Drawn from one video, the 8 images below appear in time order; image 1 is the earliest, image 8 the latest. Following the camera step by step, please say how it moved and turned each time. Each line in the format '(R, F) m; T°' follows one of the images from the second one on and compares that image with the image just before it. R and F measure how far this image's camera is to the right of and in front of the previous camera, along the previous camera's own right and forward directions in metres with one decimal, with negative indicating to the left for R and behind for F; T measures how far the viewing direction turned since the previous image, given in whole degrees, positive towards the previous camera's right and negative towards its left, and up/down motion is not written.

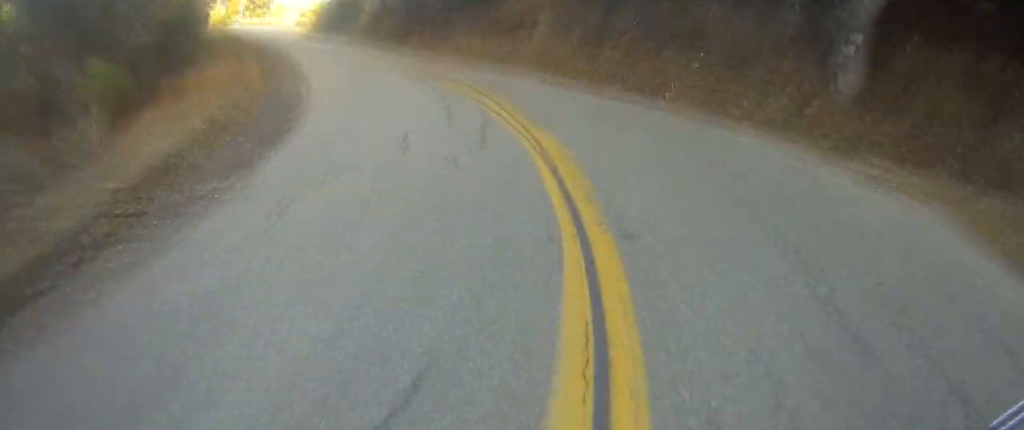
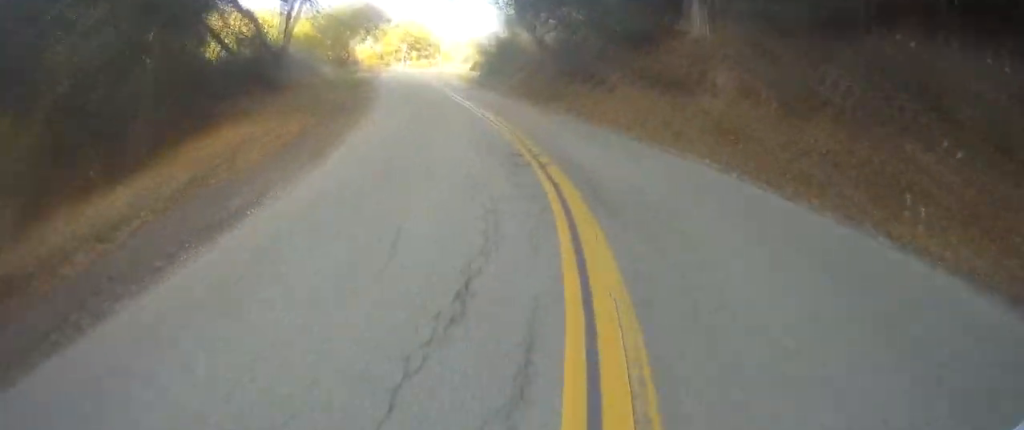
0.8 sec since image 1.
(-1.0, +6.5) m; -14°
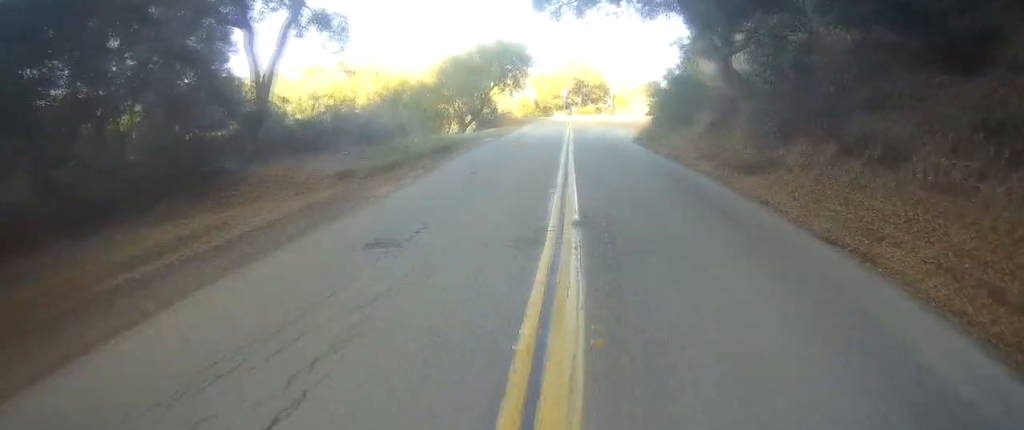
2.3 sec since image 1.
(-2.6, +12.8) m; -21°
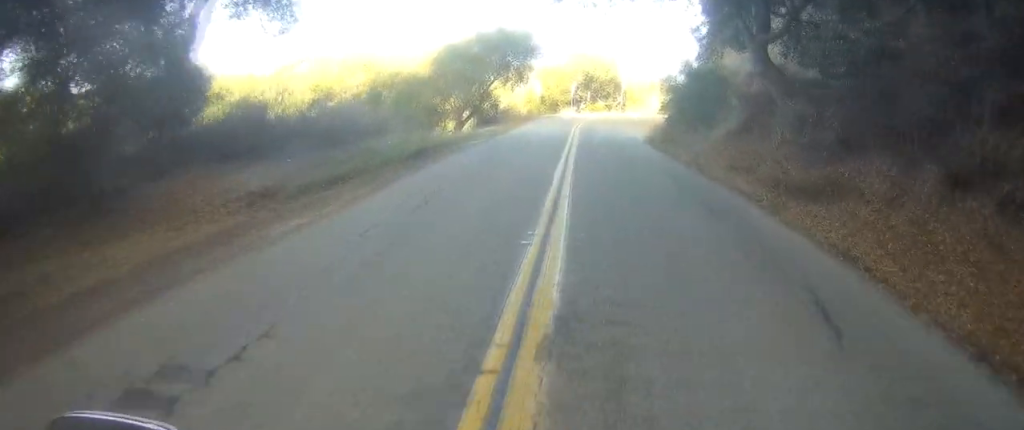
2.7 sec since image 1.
(-0.3, +3.9) m; -4°
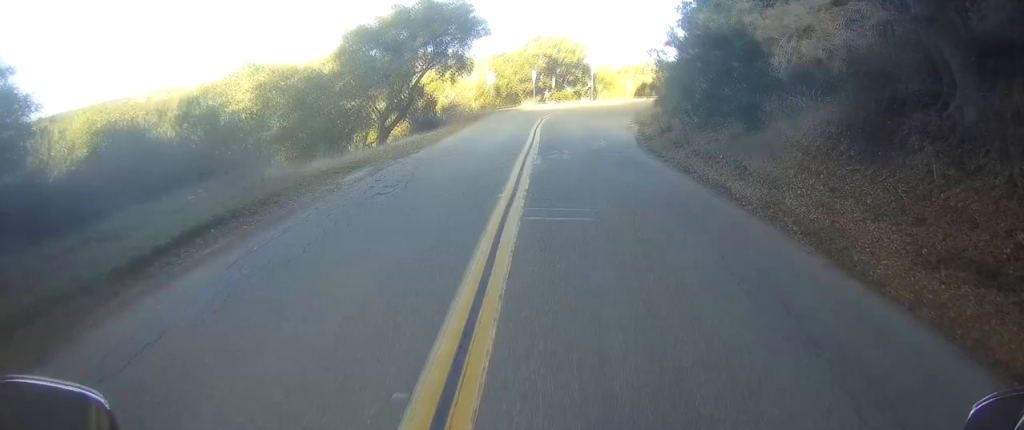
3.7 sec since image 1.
(-0.8, +10.0) m; -7°
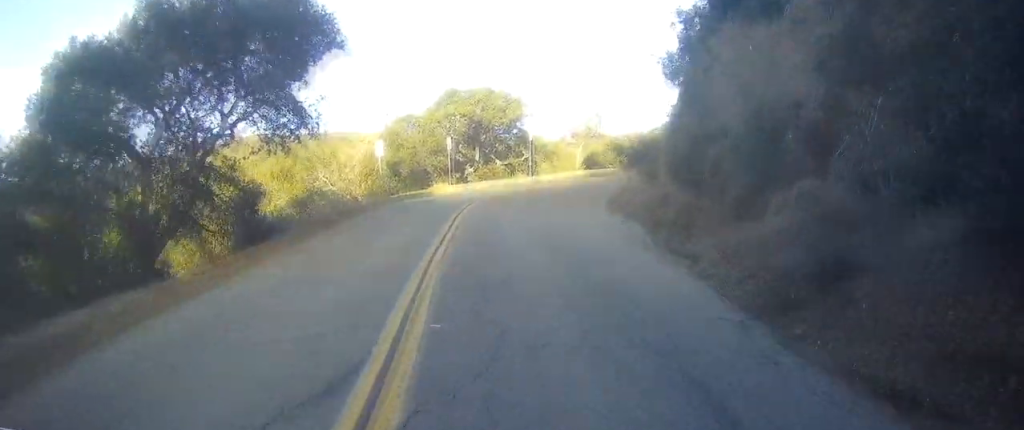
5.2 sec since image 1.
(-0.8, +17.4) m; 0°
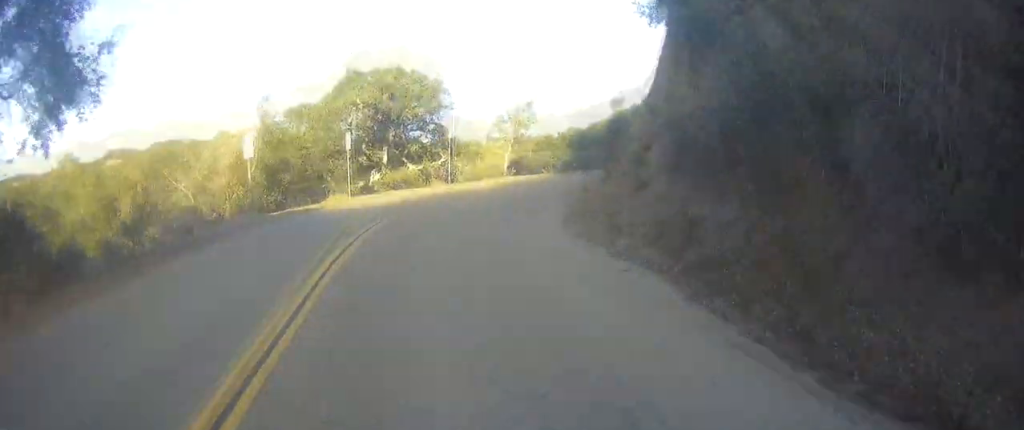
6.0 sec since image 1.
(+0.5, +9.8) m; +3°
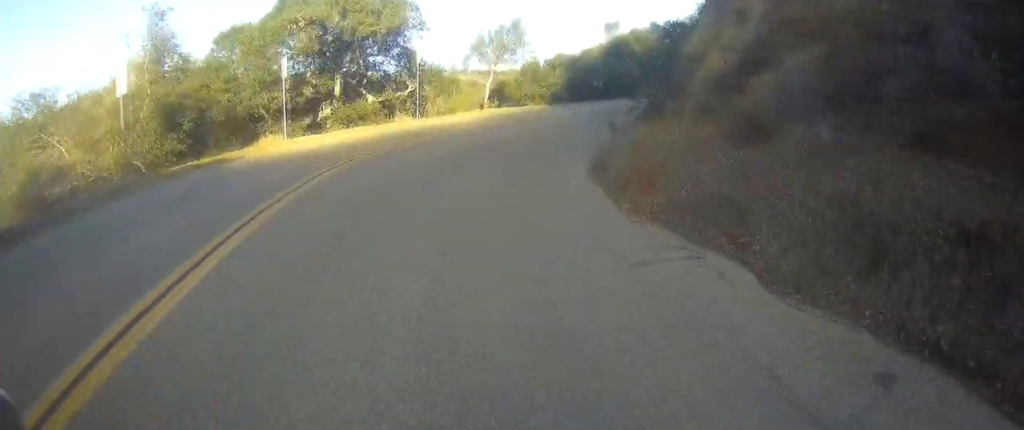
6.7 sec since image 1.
(+0.2, +9.0) m; +3°
